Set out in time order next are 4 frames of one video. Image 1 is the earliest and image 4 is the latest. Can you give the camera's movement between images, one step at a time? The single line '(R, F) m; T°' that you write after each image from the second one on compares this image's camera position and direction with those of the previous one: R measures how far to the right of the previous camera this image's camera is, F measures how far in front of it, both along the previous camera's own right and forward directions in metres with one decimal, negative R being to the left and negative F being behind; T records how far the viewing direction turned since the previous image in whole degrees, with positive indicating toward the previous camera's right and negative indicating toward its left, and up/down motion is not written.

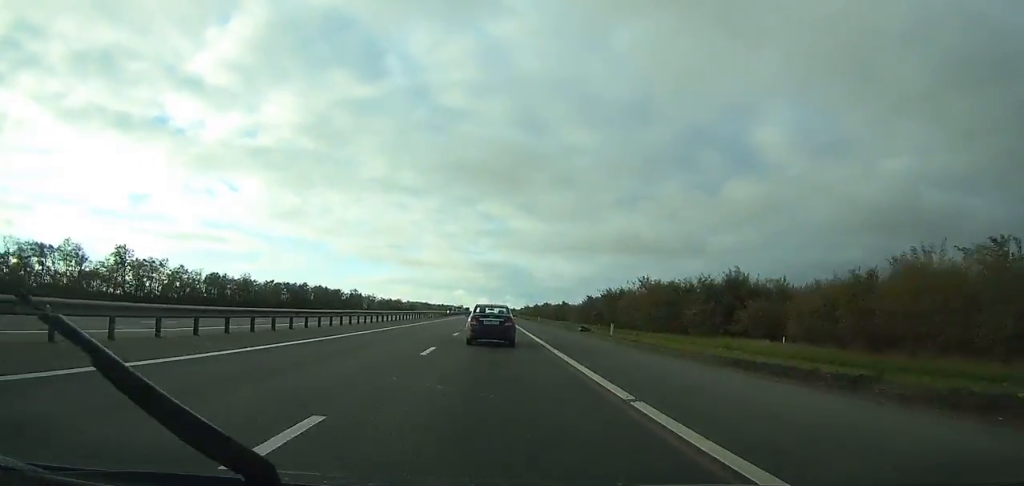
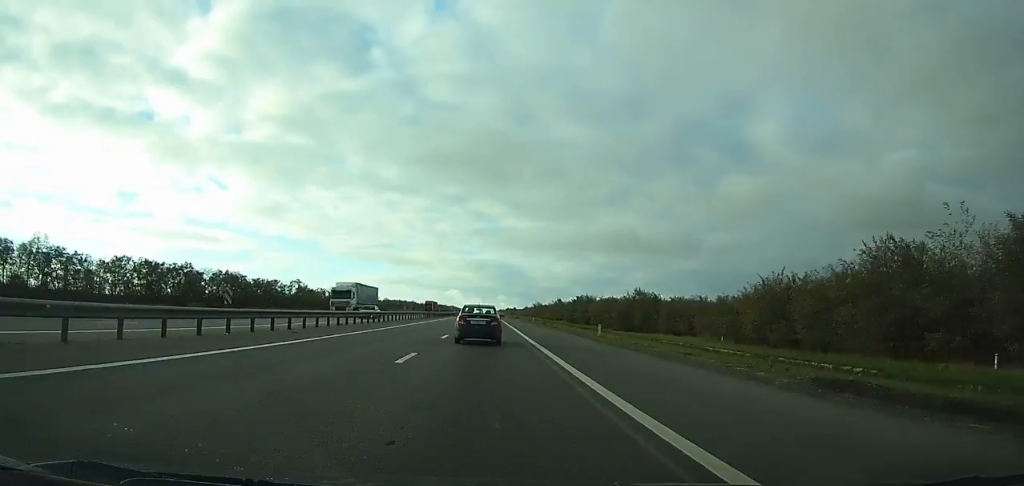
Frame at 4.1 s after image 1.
(+0.2, +99.6) m; 0°
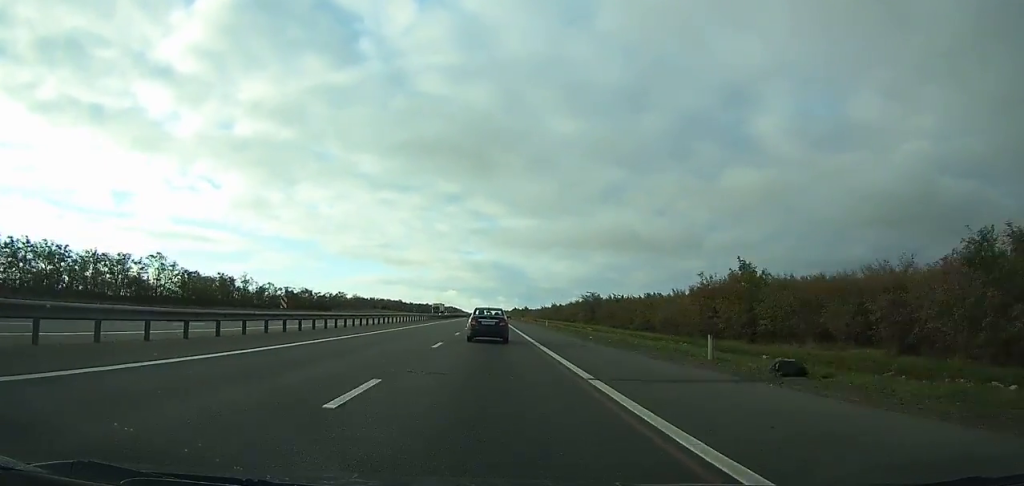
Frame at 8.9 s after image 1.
(-0.4, +115.5) m; 0°
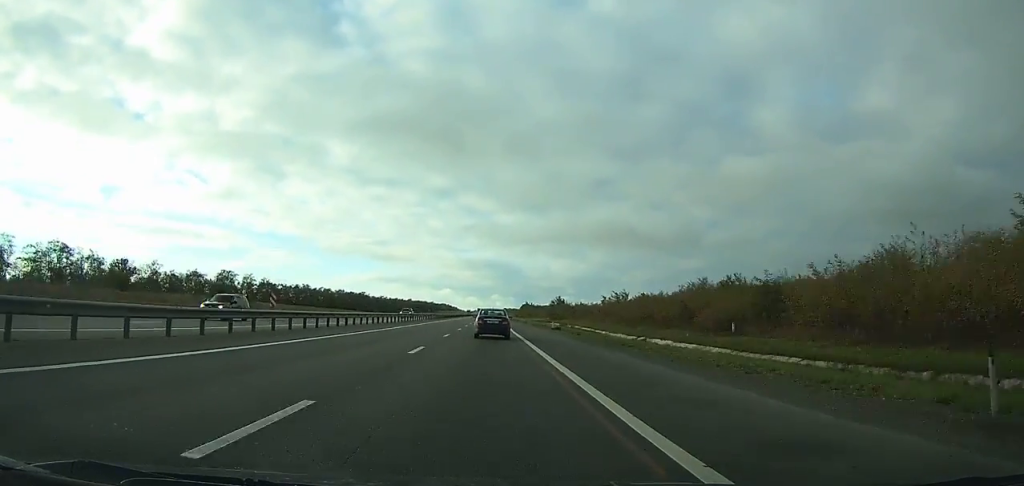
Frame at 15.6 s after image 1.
(+0.9, +161.9) m; 0°
